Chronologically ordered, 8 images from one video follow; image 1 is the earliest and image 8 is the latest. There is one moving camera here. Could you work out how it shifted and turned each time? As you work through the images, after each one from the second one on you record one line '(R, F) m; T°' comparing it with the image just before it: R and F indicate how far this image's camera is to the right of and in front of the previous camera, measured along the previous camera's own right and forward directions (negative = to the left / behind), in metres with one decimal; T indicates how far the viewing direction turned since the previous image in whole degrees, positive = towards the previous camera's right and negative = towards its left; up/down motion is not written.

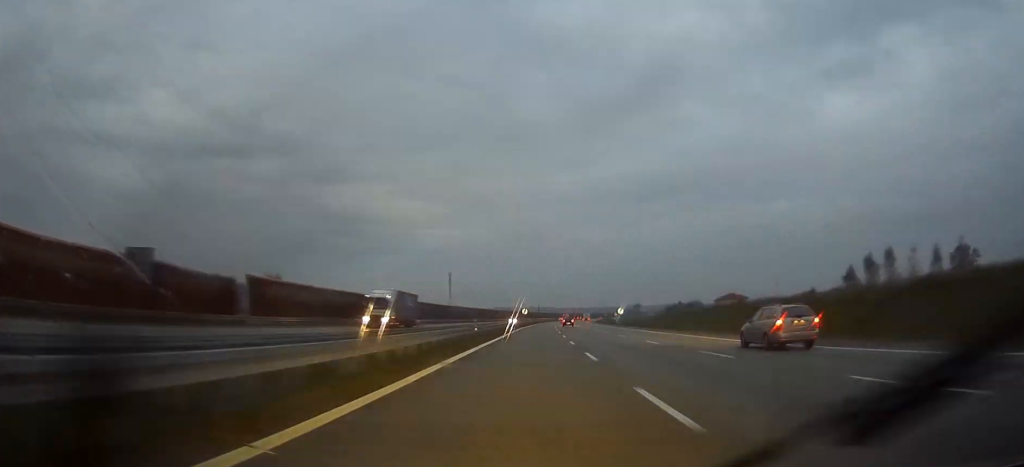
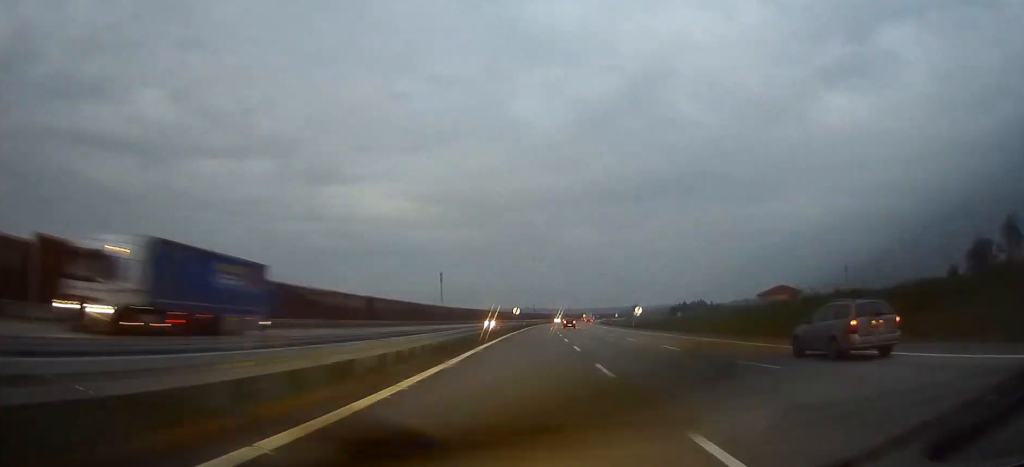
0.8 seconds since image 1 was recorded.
(+0.1, +28.8) m; +1°
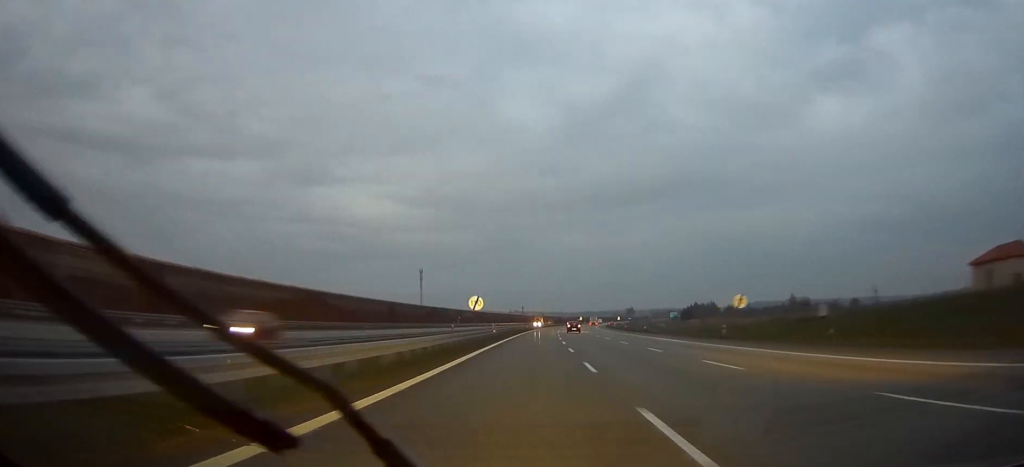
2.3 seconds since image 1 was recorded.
(+0.5, +57.4) m; +1°
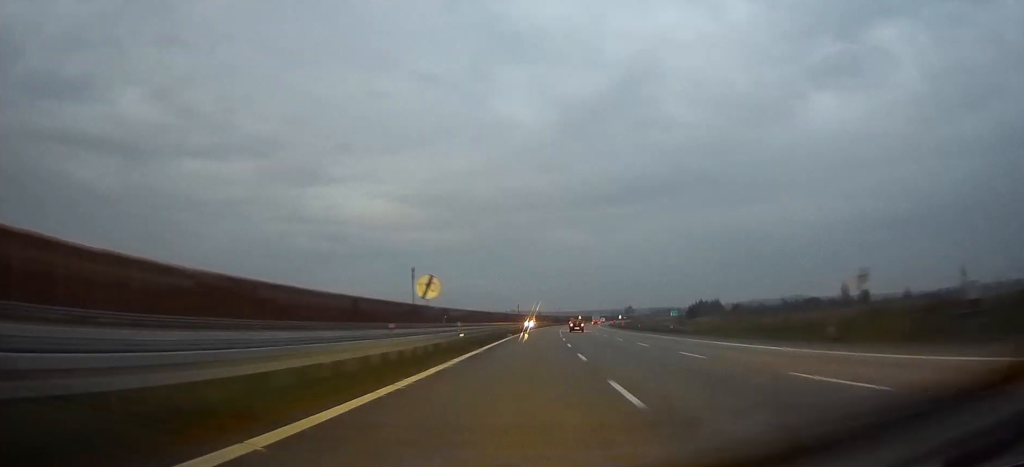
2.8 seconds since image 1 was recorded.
(0.0, +19.9) m; 0°
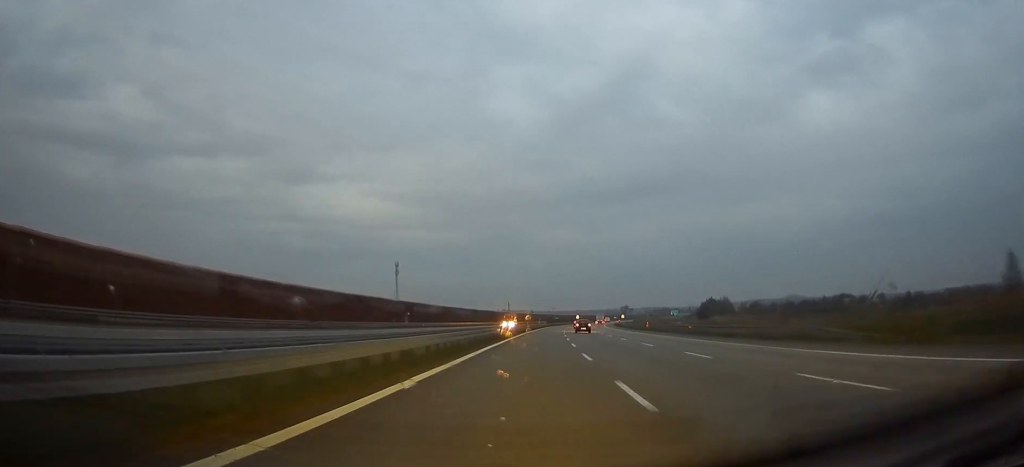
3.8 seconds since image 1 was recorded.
(+0.1, +36.2) m; +1°
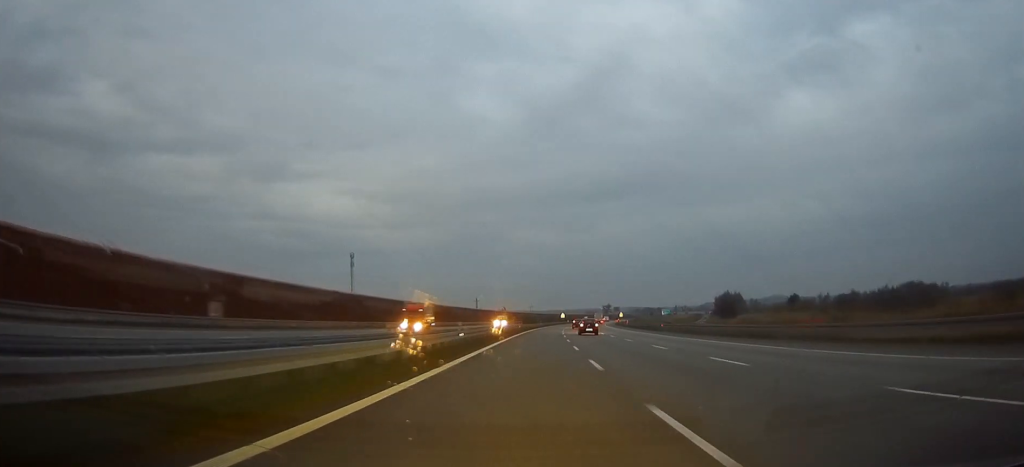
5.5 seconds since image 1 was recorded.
(+1.1, +63.9) m; +2°
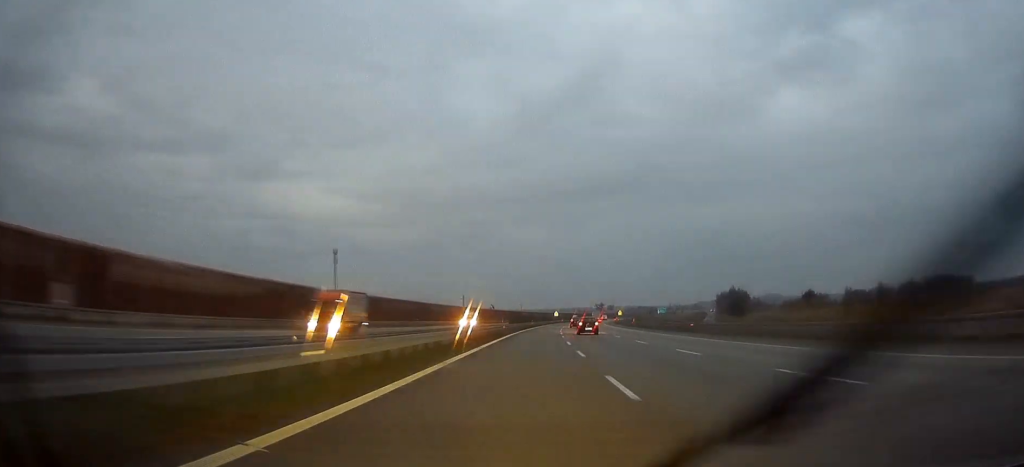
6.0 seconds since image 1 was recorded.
(+0.3, +18.8) m; 0°
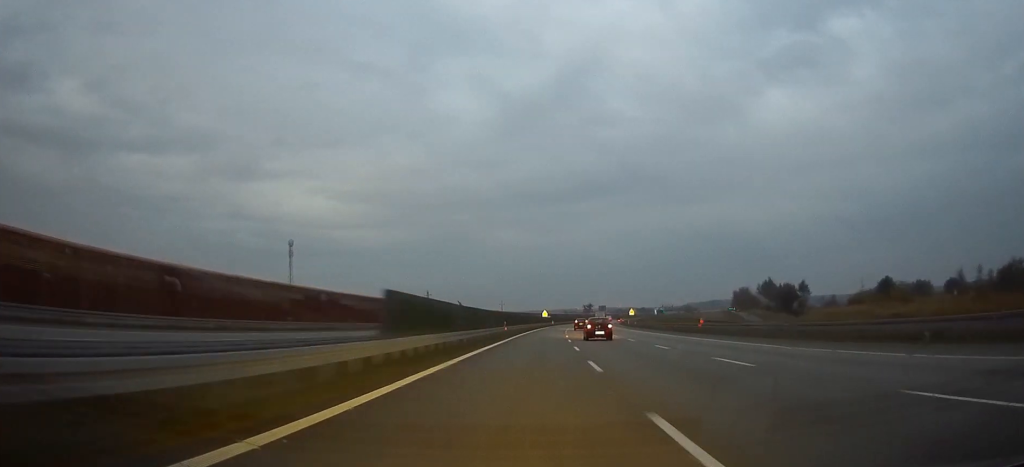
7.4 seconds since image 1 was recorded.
(+0.3, +54.1) m; 0°
